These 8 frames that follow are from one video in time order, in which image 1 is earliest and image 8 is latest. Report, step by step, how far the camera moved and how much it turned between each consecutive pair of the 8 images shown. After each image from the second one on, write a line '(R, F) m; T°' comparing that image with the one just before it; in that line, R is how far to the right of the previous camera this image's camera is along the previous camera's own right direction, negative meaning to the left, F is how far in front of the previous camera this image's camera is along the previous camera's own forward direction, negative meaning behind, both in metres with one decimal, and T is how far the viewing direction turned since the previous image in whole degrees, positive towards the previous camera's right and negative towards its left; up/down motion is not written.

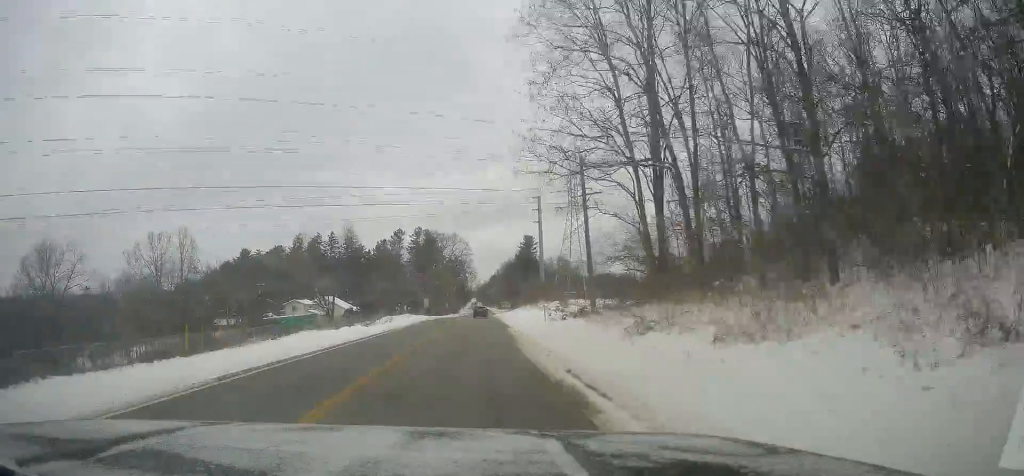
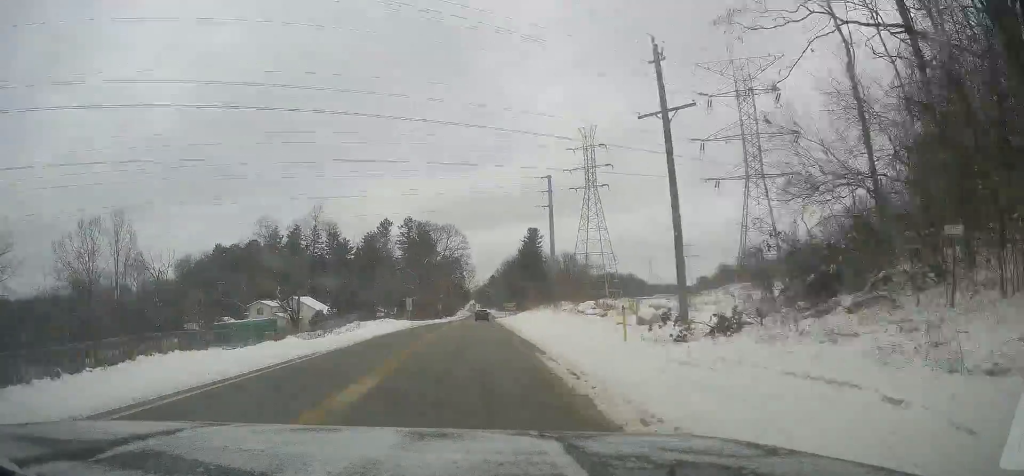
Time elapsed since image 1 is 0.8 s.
(-0.1, +21.1) m; +1°
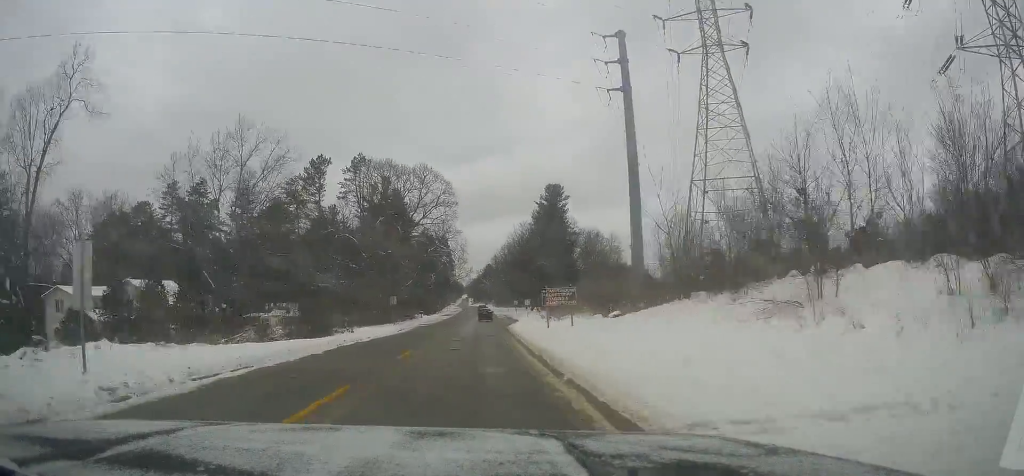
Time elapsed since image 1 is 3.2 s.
(+1.1, +58.1) m; +1°
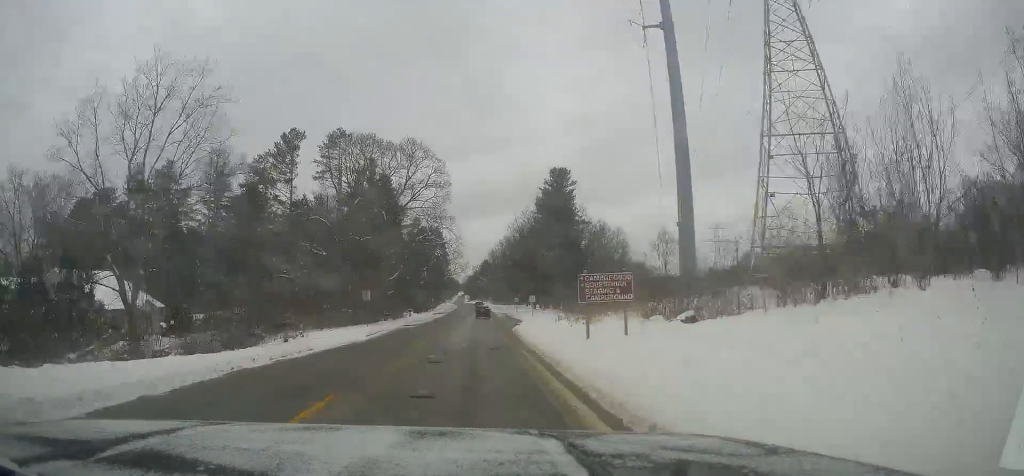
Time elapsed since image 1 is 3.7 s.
(+0.2, +12.3) m; 0°
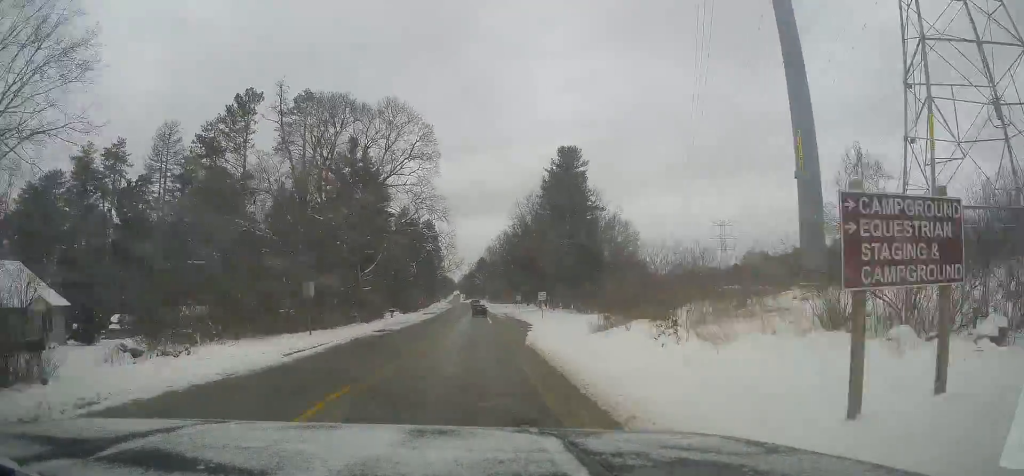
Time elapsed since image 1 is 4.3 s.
(+0.1, +14.8) m; 0°
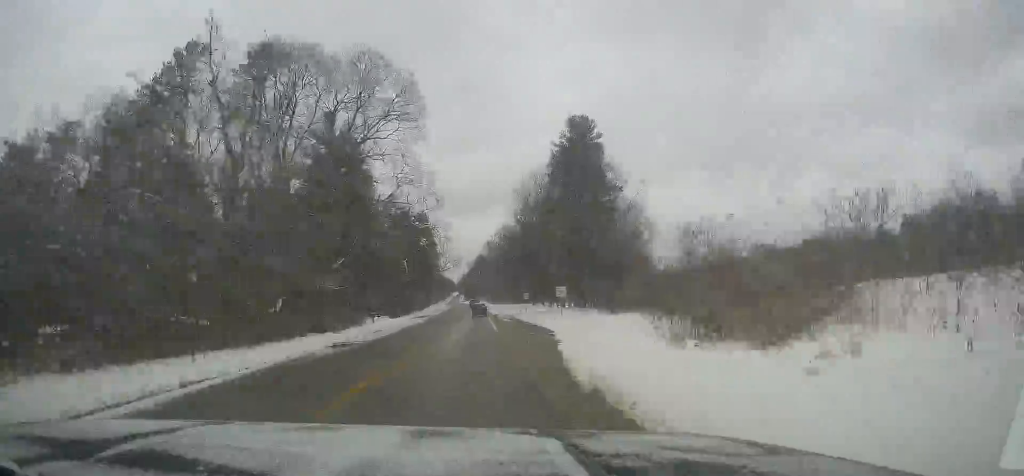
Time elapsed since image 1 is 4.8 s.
(0.0, +13.1) m; 0°
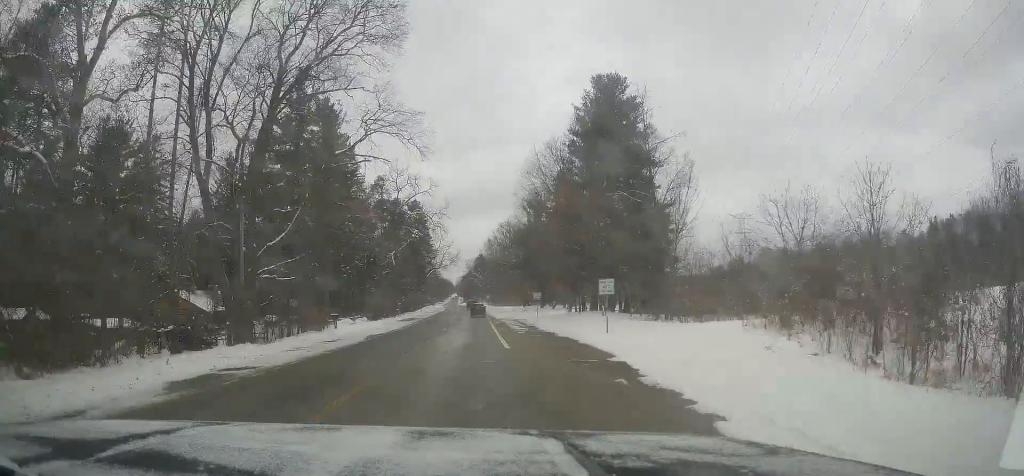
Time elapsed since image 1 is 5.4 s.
(0.0, +15.6) m; 0°
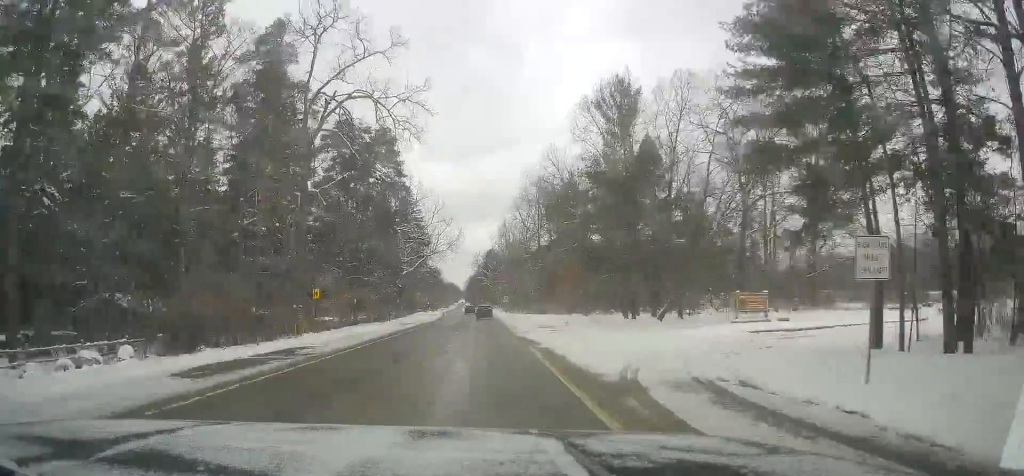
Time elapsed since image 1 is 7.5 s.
(0.0, +51.5) m; 0°
